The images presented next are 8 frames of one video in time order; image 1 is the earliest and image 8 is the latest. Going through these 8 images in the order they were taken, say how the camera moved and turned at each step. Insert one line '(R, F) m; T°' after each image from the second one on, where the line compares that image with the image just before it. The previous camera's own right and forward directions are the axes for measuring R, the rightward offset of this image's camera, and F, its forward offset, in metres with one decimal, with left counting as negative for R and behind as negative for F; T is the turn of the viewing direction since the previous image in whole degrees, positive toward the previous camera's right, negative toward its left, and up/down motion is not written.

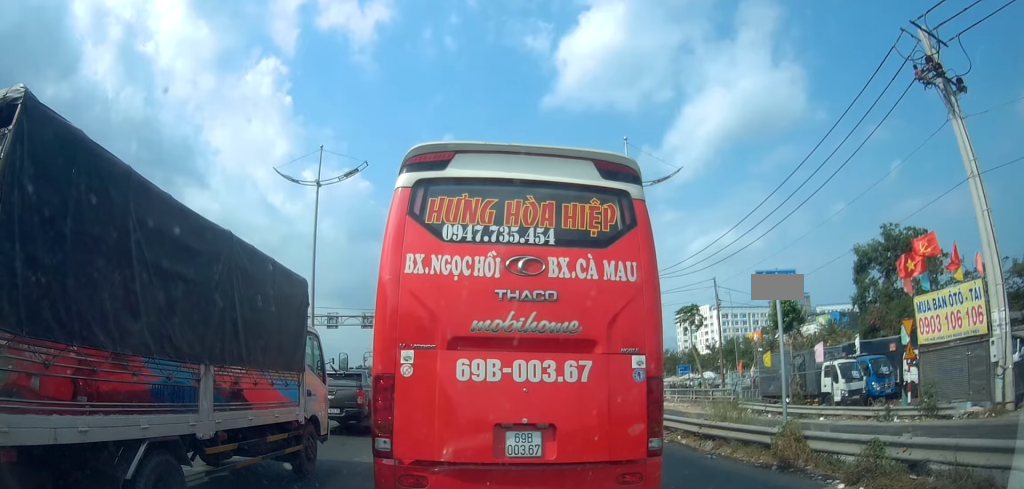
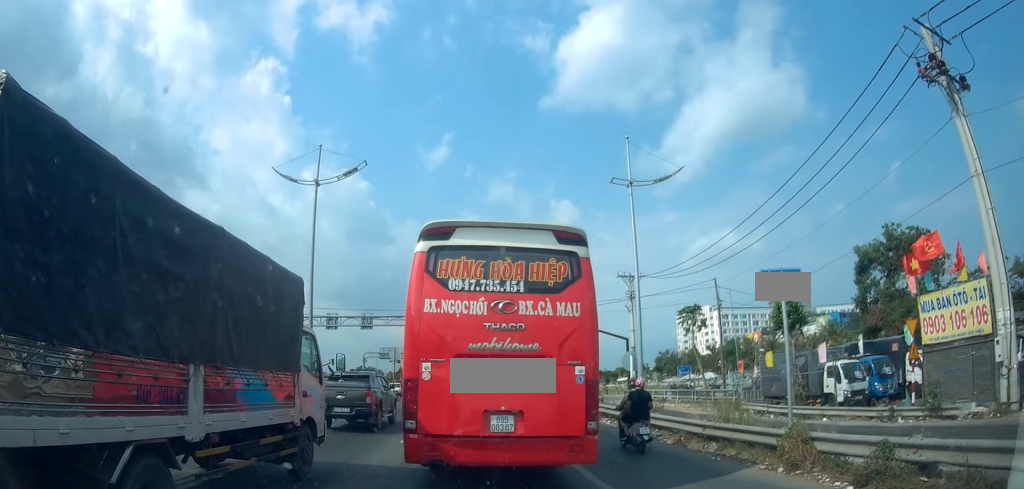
(0.0, 0.0) m; 0°
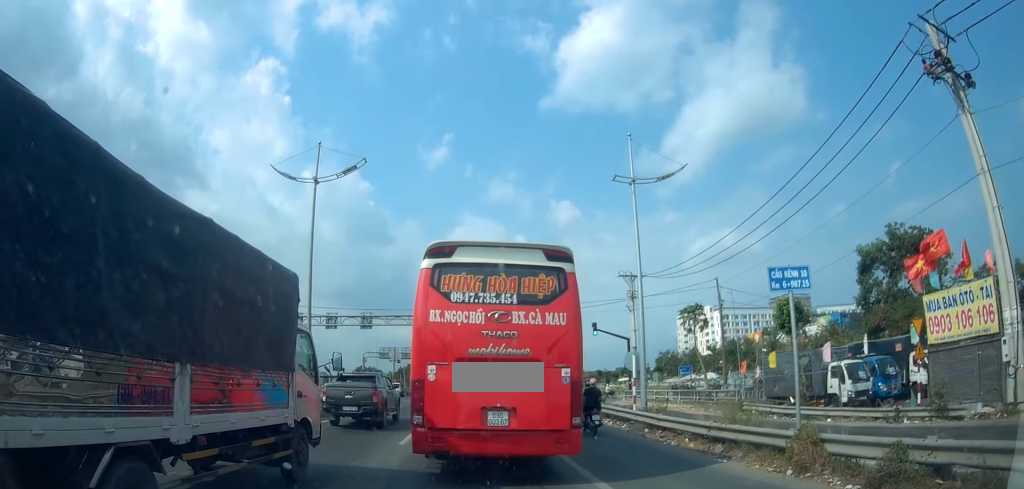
(0.0, 0.0) m; 0°
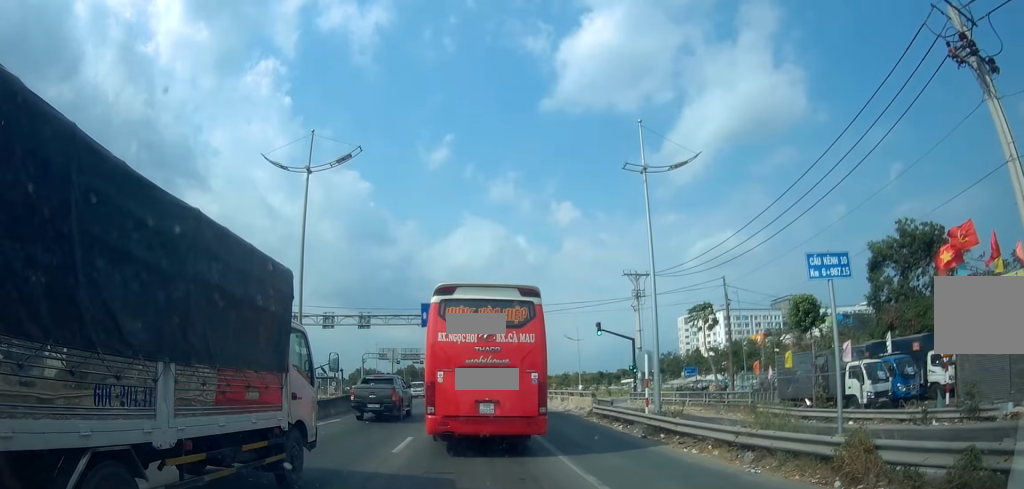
(-0.2, +0.6) m; 0°
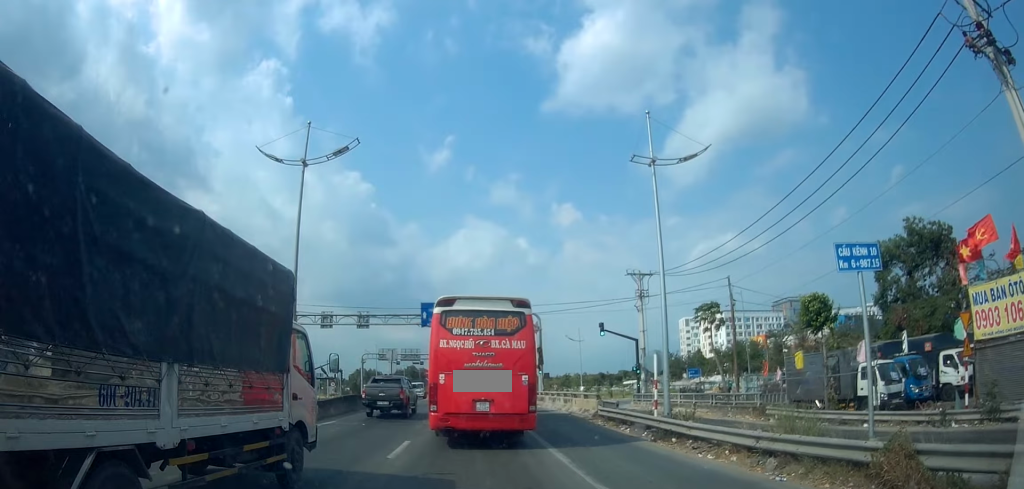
(-0.2, +0.7) m; 0°
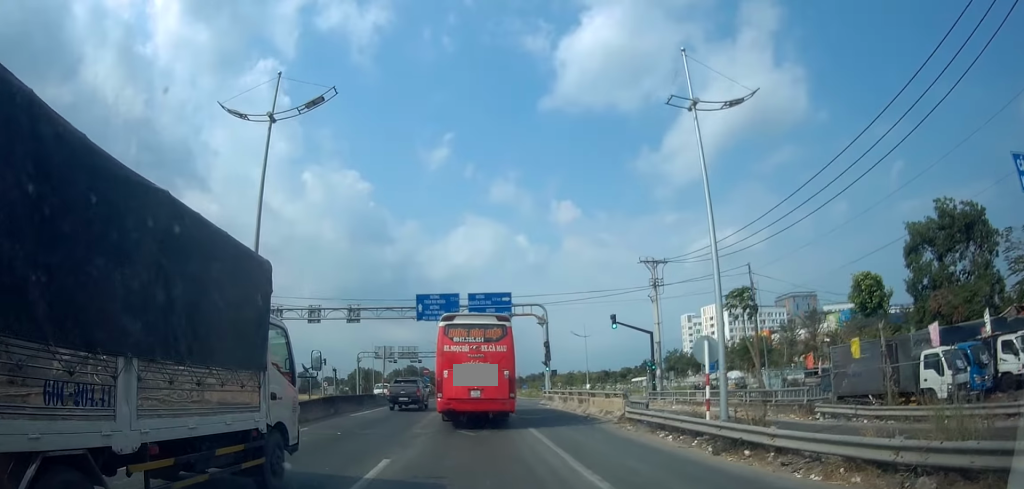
(0.0, +3.3) m; -5°
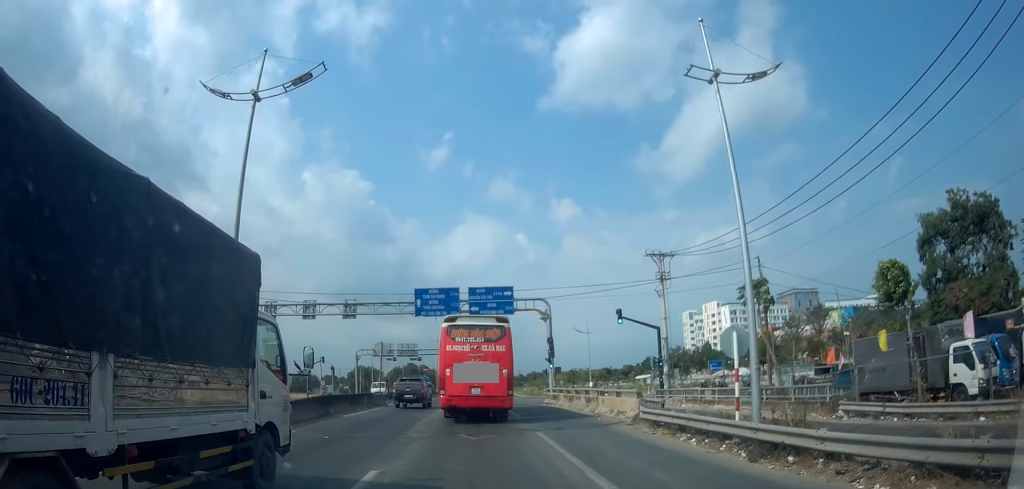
(+0.1, +1.3) m; -3°
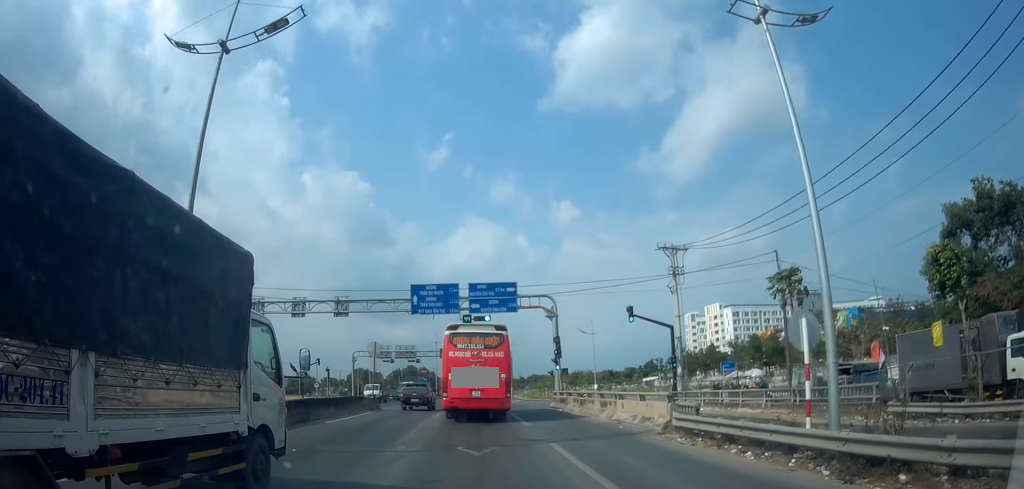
(-0.5, +2.5) m; -1°
